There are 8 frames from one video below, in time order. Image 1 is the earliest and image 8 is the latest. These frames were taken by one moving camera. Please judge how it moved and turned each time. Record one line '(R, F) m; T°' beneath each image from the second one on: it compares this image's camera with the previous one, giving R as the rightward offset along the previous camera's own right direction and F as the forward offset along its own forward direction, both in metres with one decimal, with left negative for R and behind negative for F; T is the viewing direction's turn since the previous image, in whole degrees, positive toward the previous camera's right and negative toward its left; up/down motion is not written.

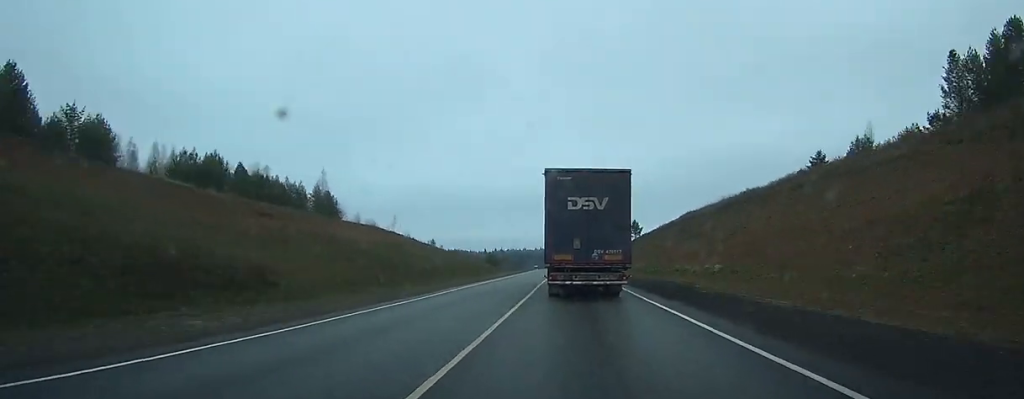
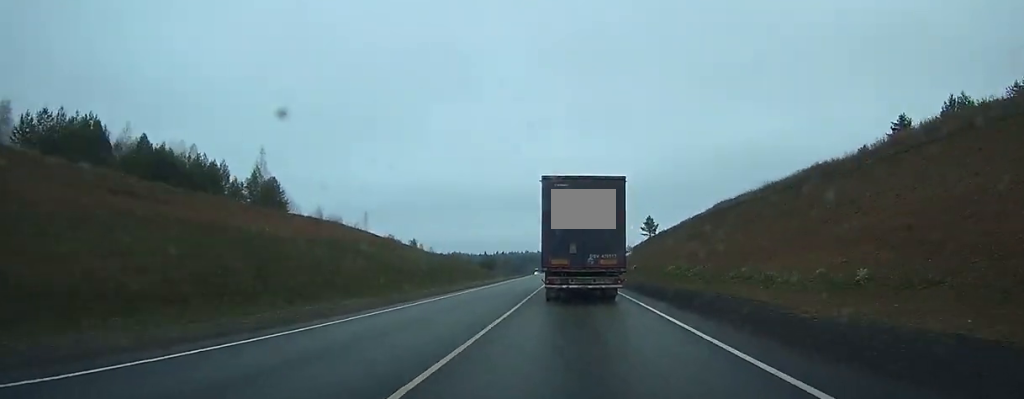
(-0.1, +29.1) m; 0°
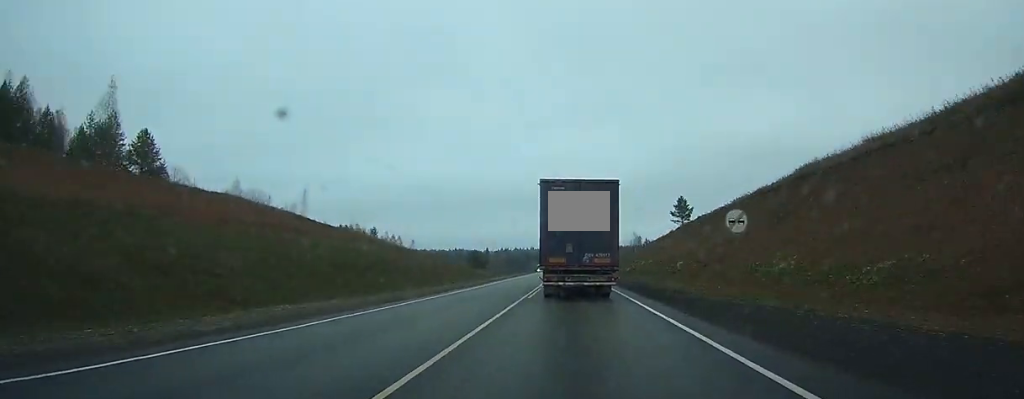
(-0.1, +44.1) m; -1°
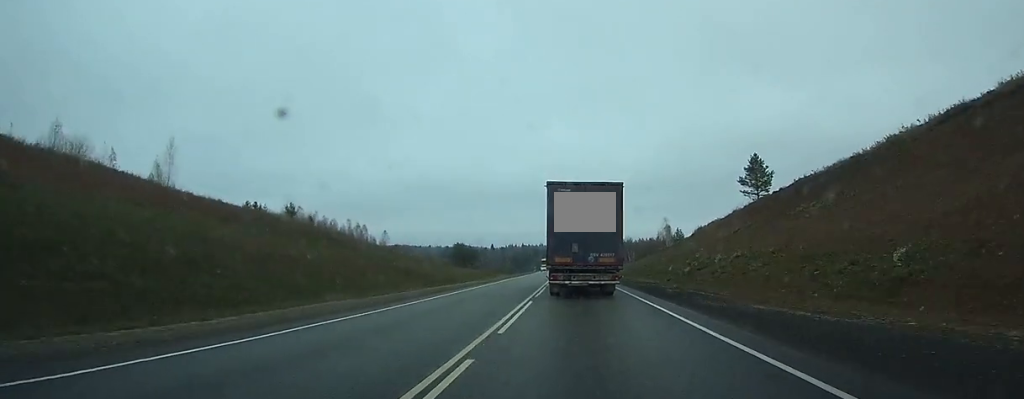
(-0.4, +50.4) m; -1°
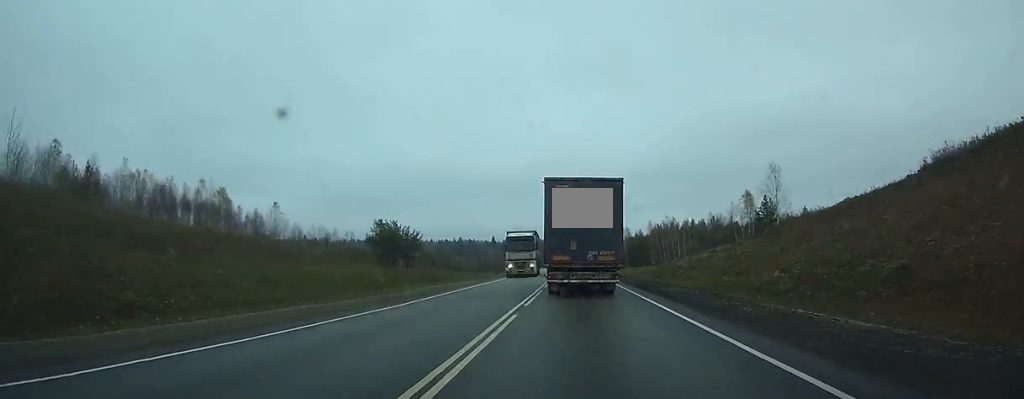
(-1.0, +79.9) m; -1°
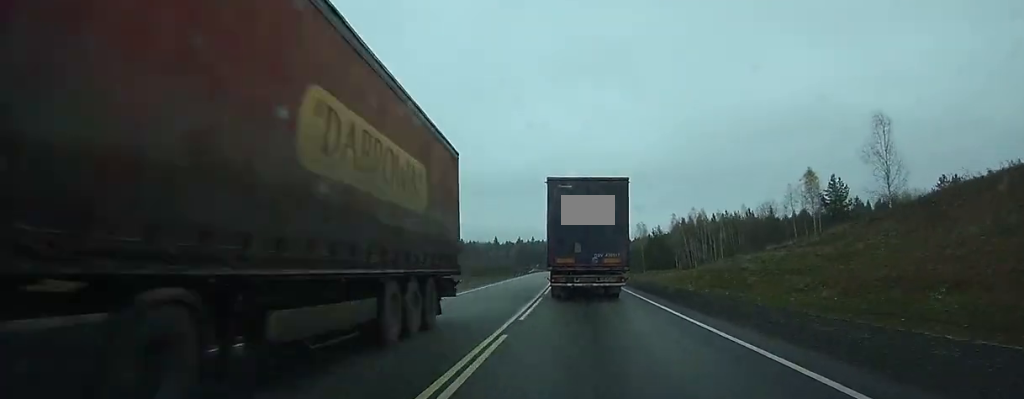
(+0.2, +27.6) m; -1°
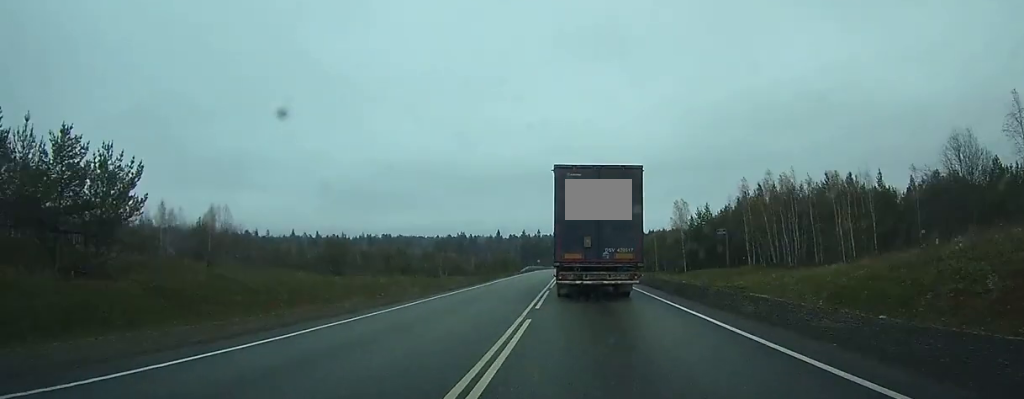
(-0.8, +45.4) m; -1°
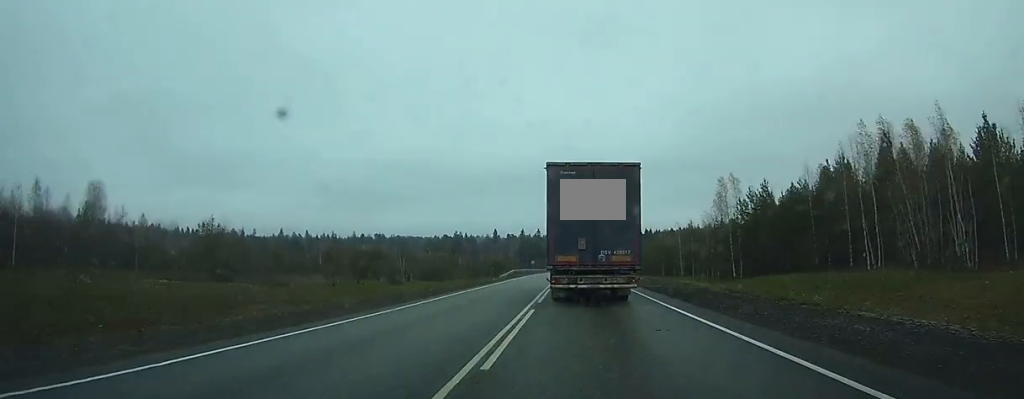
(-0.3, +32.3) m; 0°
